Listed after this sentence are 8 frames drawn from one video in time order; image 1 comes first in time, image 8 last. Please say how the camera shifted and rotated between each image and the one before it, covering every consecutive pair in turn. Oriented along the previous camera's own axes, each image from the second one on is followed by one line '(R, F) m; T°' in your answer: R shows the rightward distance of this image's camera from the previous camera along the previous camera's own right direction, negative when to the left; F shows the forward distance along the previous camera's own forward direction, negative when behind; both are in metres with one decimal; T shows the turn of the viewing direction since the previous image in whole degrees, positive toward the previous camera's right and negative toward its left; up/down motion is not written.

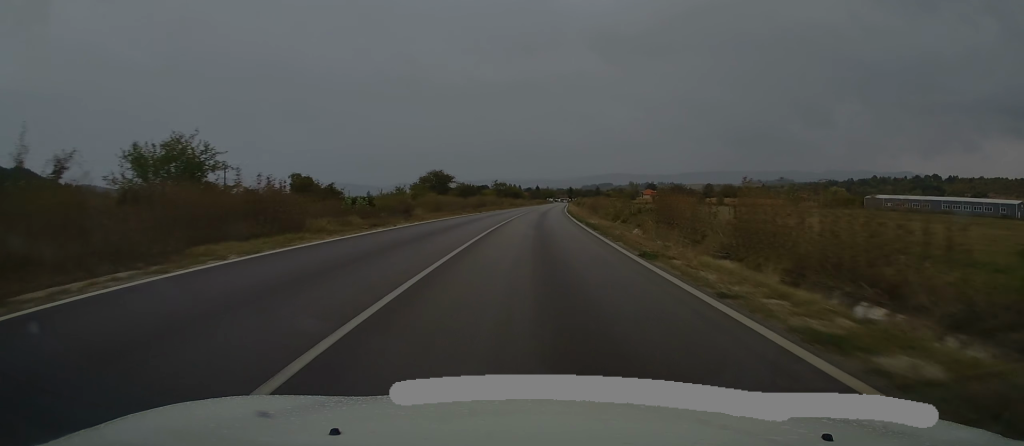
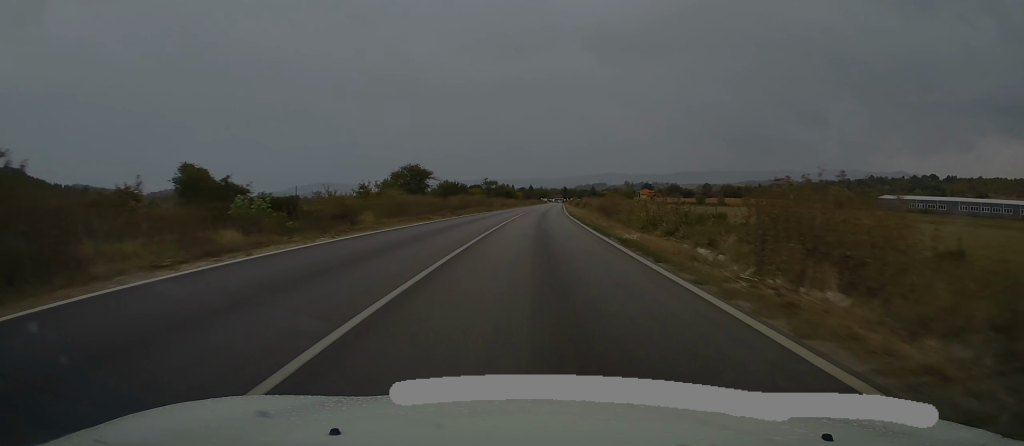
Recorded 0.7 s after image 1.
(0.0, +13.2) m; 0°
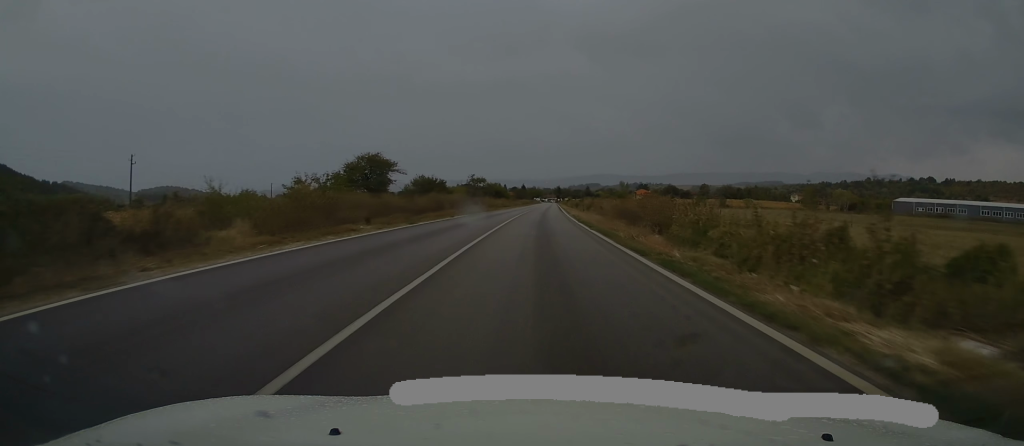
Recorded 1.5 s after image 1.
(0.0, +15.0) m; +1°
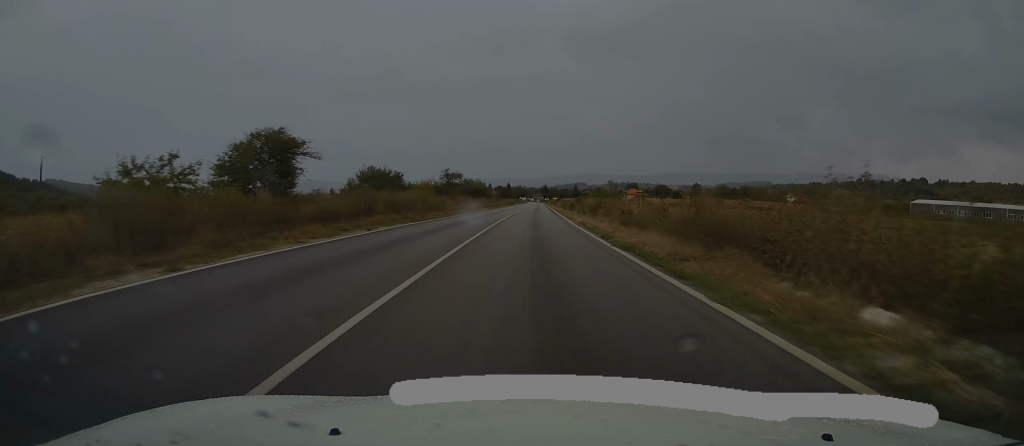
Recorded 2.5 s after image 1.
(+0.4, +18.7) m; +1°
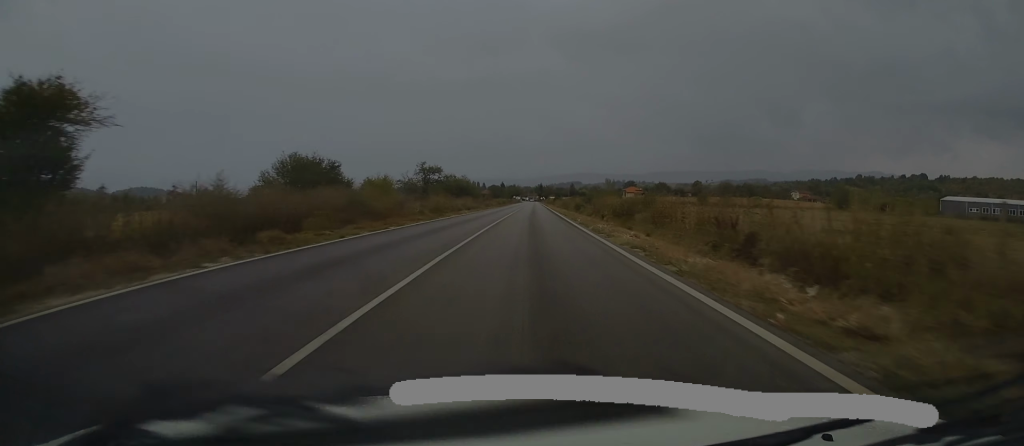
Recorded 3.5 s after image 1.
(+0.1, +18.1) m; +1°
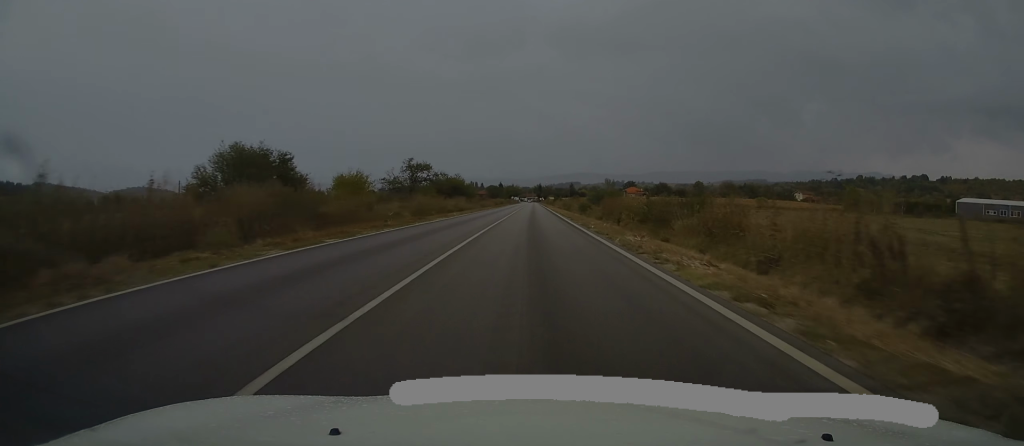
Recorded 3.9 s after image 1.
(0.0, +8.1) m; 0°
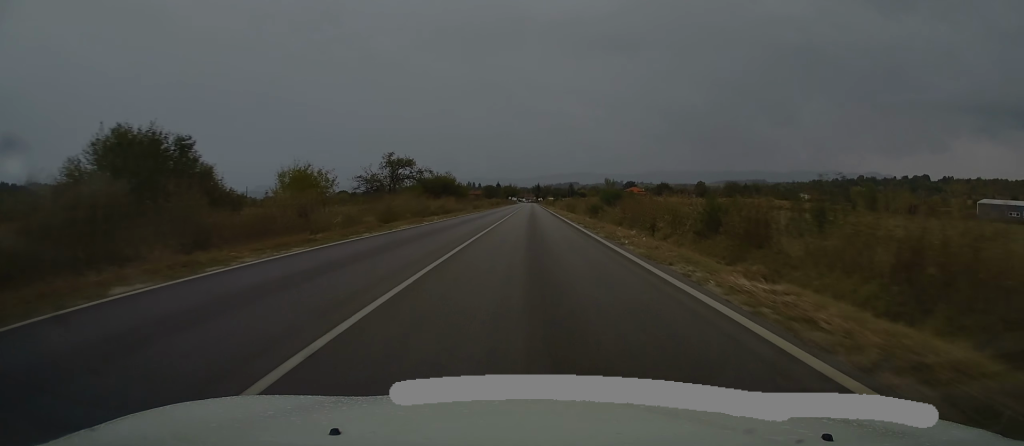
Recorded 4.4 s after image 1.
(0.0, +10.0) m; 0°
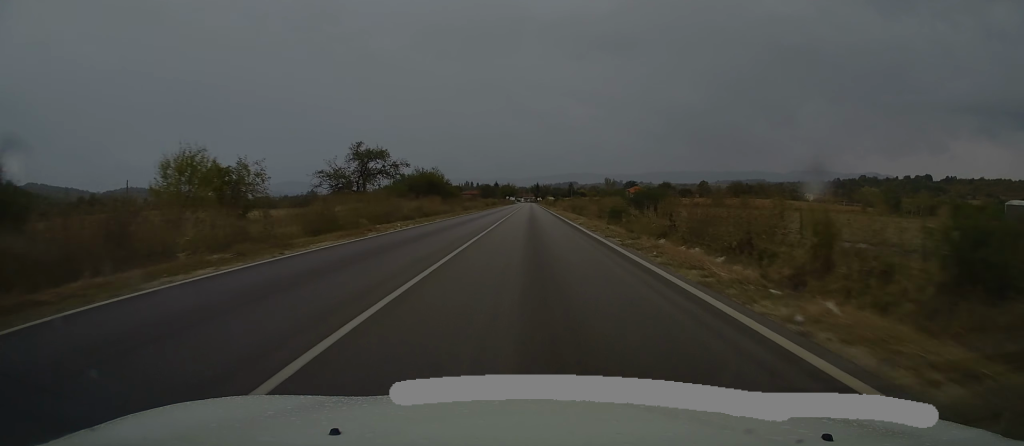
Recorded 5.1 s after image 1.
(+0.2, +11.8) m; 0°
